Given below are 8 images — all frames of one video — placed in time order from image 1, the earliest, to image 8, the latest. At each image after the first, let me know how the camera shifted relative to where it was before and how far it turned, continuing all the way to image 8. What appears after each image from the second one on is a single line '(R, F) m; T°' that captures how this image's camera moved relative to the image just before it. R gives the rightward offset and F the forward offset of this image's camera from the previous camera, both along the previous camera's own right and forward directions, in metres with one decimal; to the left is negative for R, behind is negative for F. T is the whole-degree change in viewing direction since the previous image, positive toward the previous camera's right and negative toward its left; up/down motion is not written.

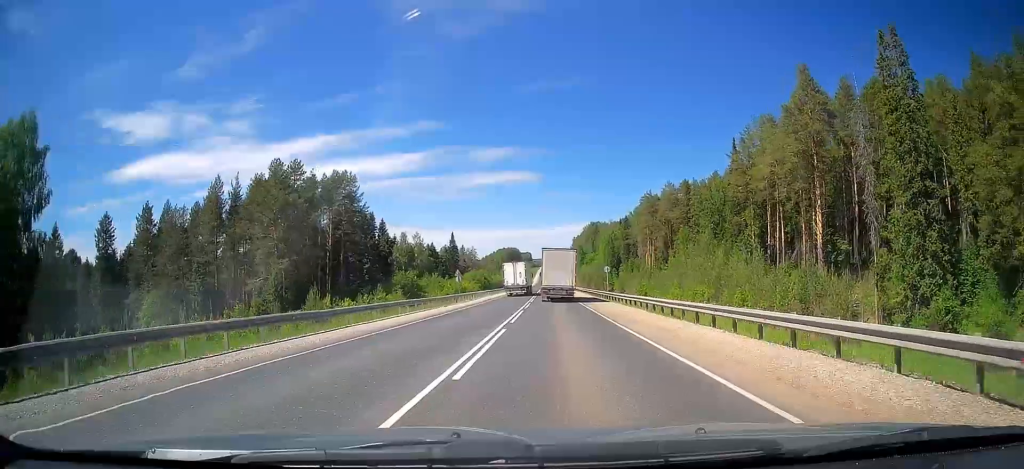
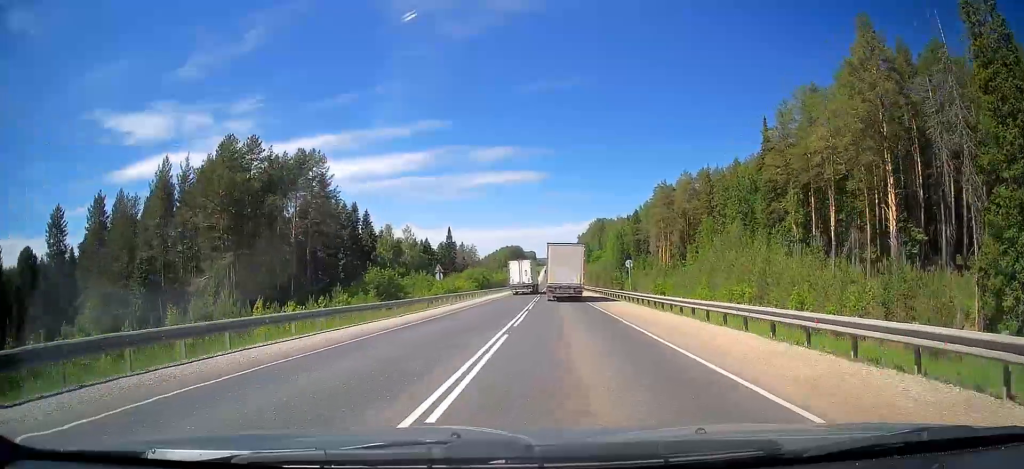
(0.0, +14.0) m; -1°
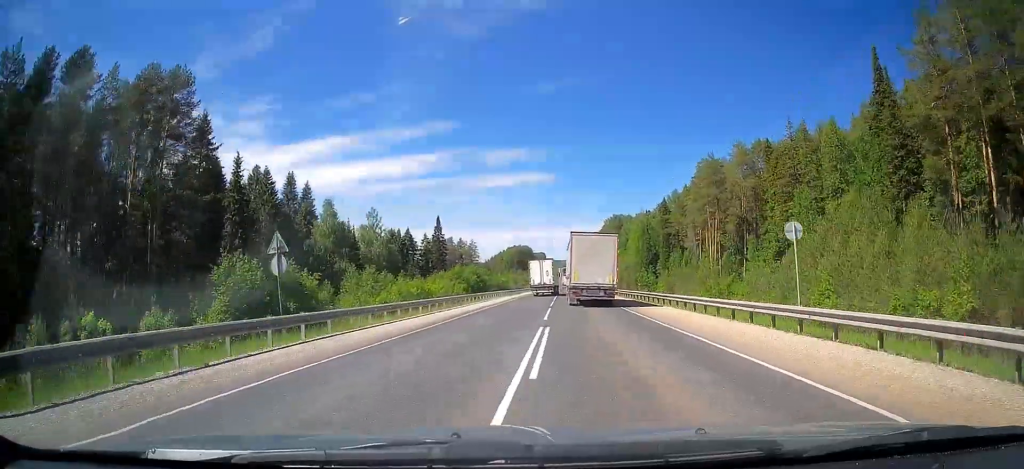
(-0.8, +32.8) m; -1°
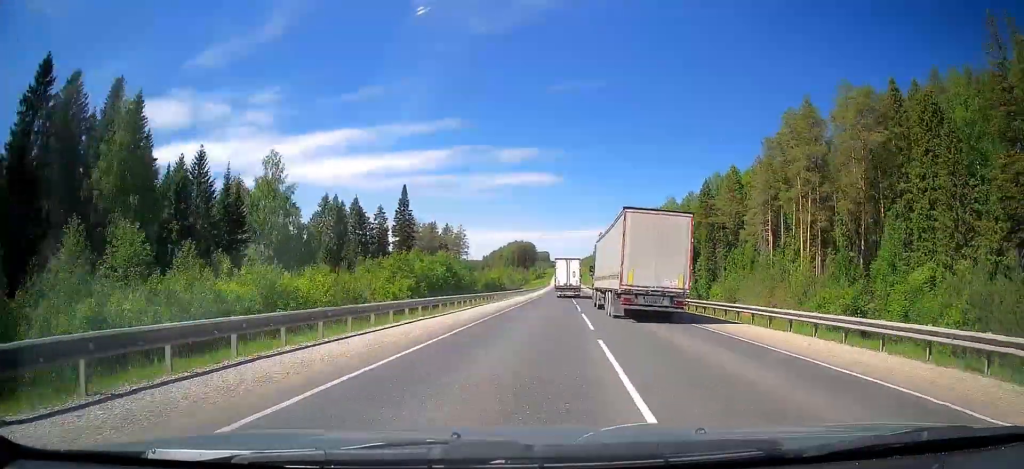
(+0.1, +39.1) m; 0°
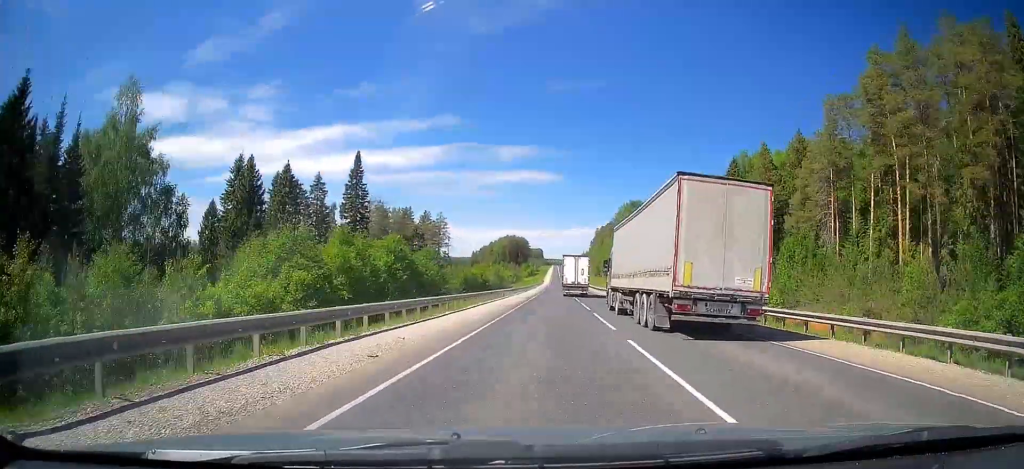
(0.0, +23.7) m; 0°
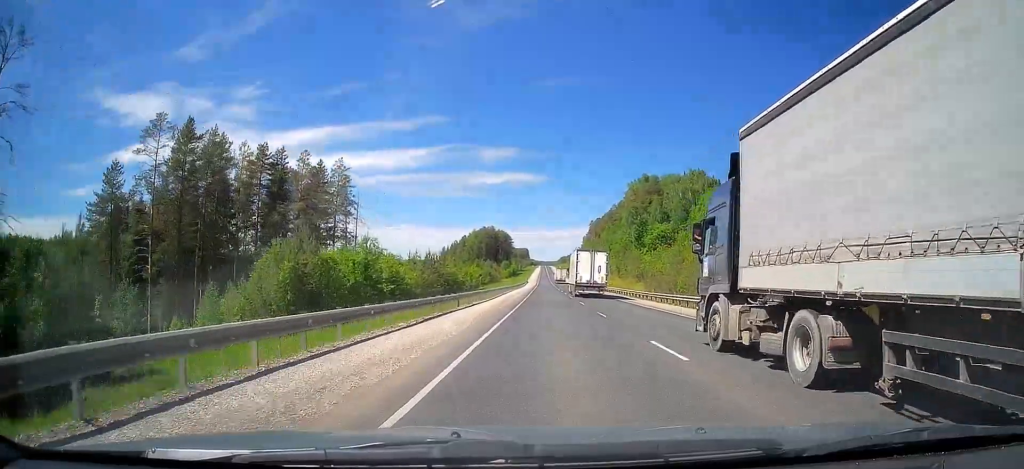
(+1.1, +66.1) m; +2°
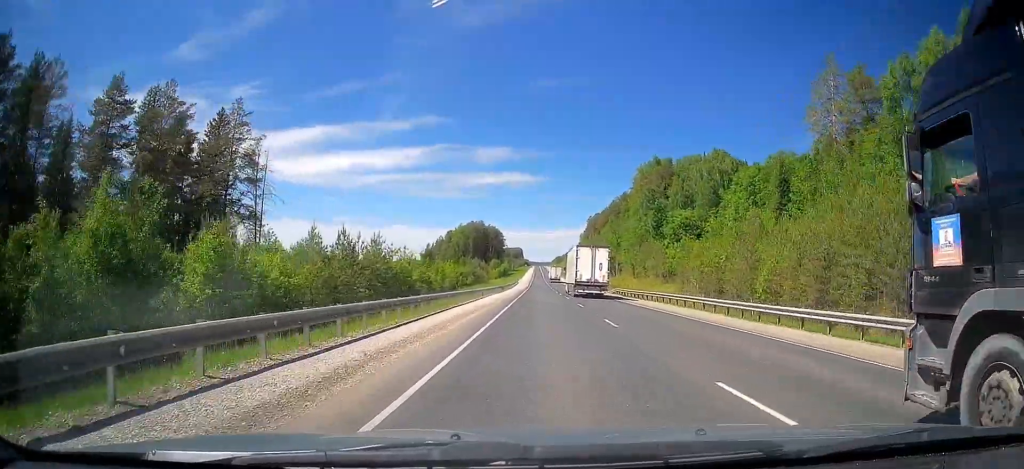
(+0.1, +28.9) m; -1°
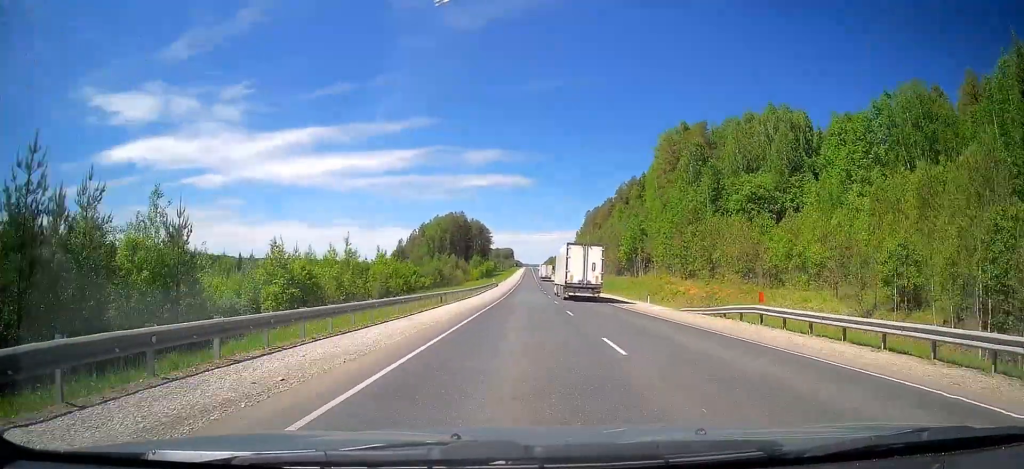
(-0.3, +42.2) m; +1°
